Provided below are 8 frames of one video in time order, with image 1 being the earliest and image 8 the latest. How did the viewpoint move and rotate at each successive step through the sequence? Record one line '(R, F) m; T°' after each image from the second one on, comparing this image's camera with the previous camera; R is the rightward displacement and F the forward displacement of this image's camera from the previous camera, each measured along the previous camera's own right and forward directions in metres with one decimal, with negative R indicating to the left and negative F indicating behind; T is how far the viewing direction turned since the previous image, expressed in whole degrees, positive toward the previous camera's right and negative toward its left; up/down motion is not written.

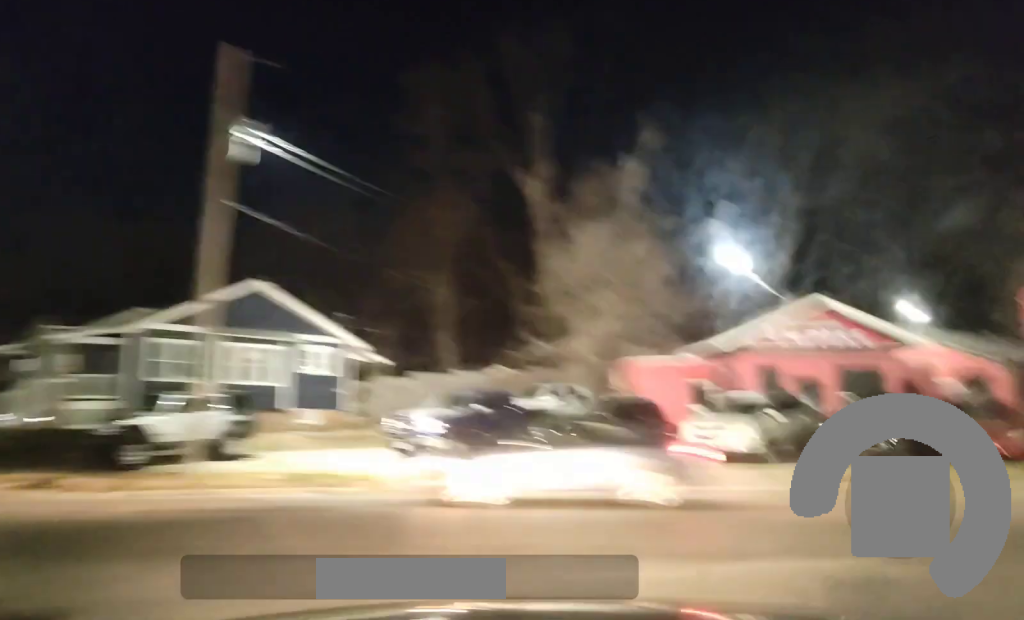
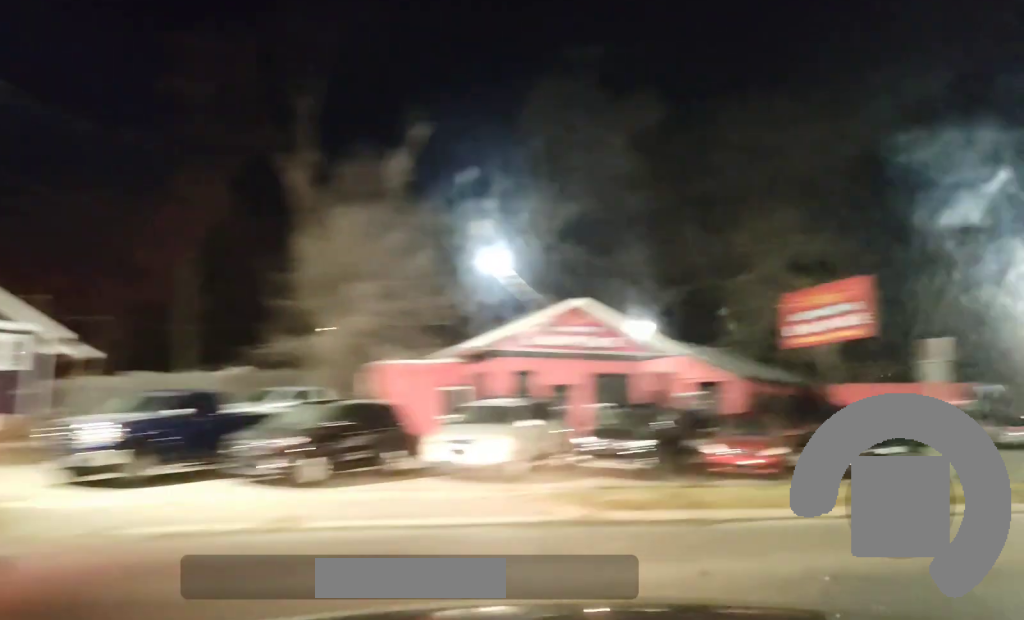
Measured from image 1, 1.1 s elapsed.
(+0.6, +5.2) m; +17°
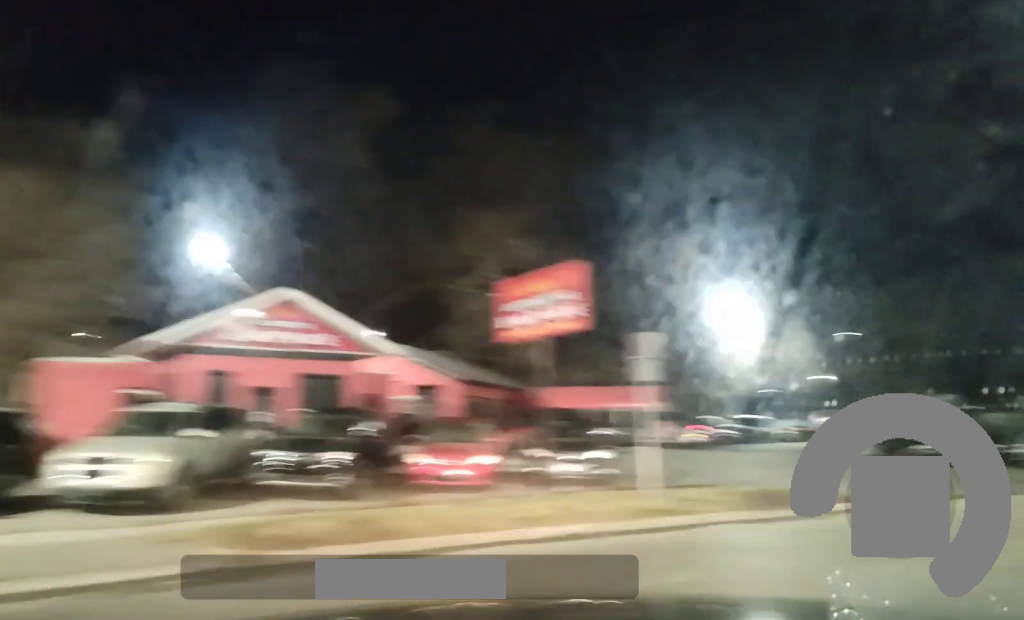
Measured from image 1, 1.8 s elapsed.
(+0.6, +3.4) m; +16°
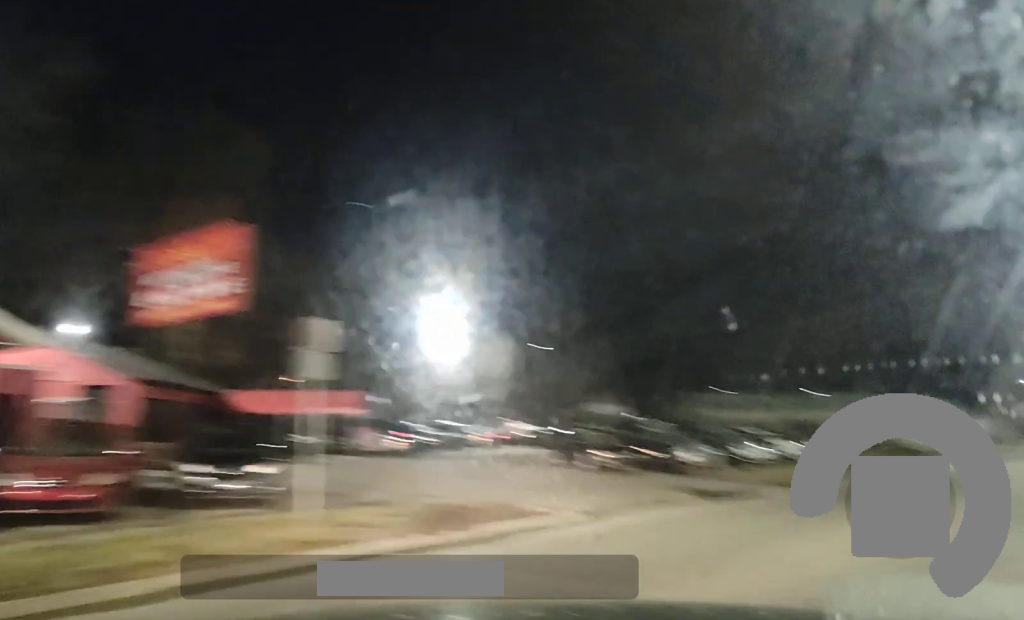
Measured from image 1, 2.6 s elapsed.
(+0.5, +3.4) m; +17°
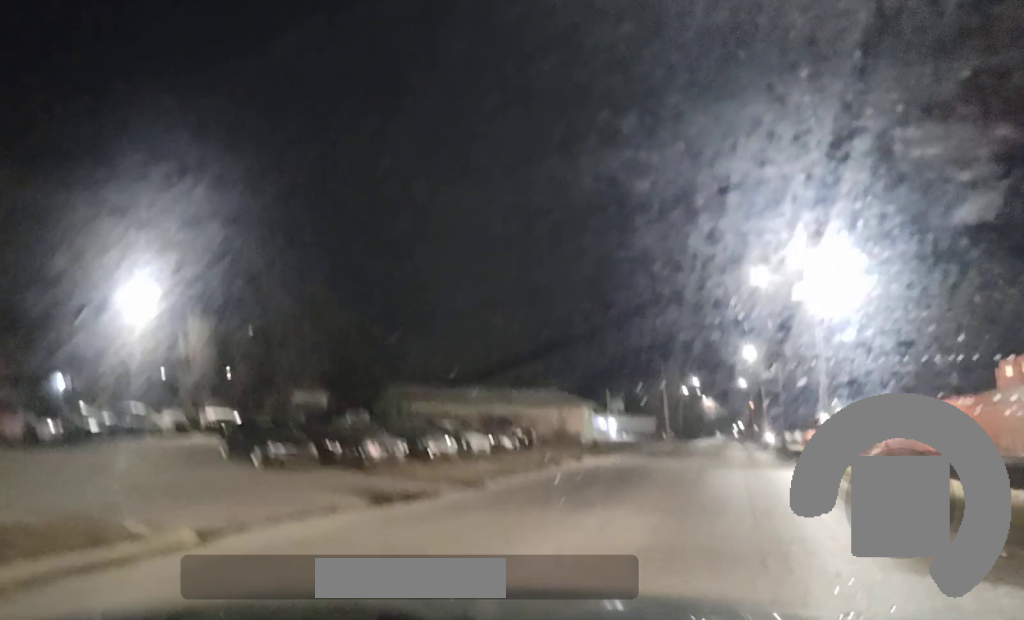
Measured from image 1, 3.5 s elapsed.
(+0.8, +4.3) m; +19°
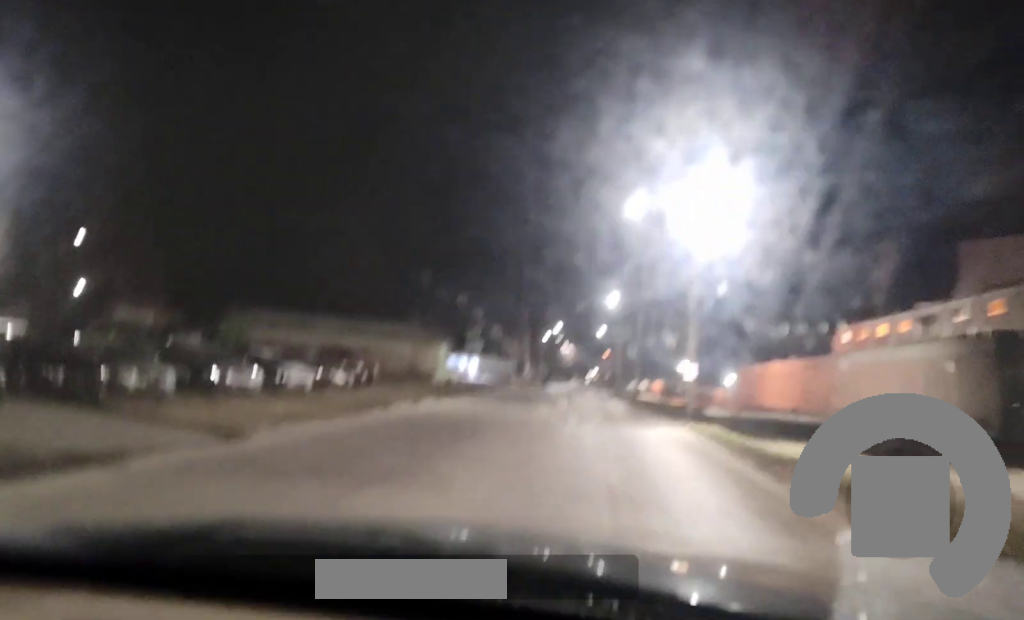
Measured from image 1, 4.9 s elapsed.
(+1.4, +8.0) m; +14°
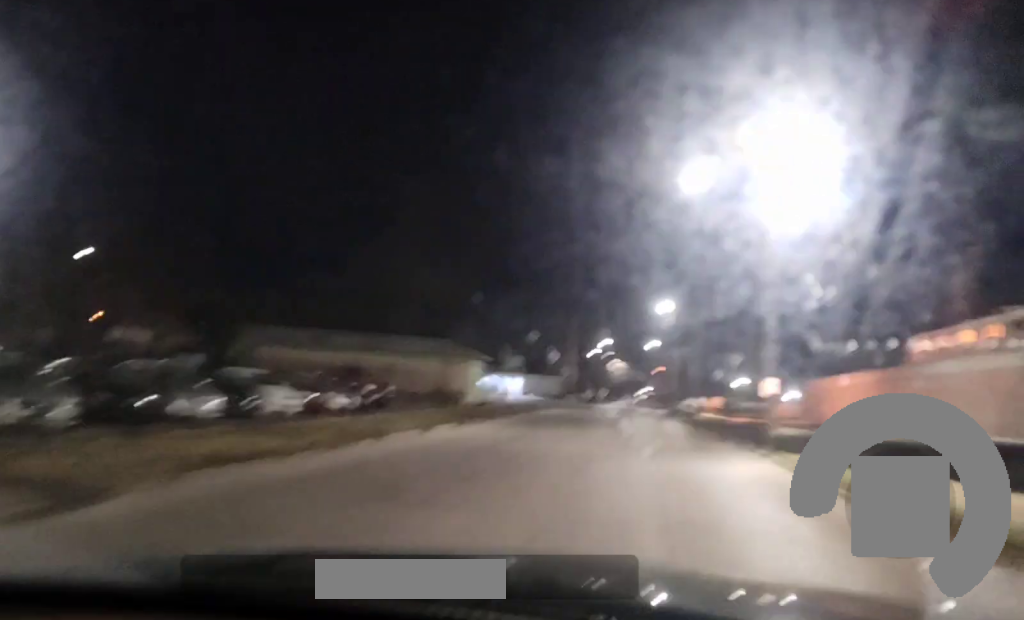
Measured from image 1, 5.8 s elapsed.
(+0.3, +5.8) m; +2°
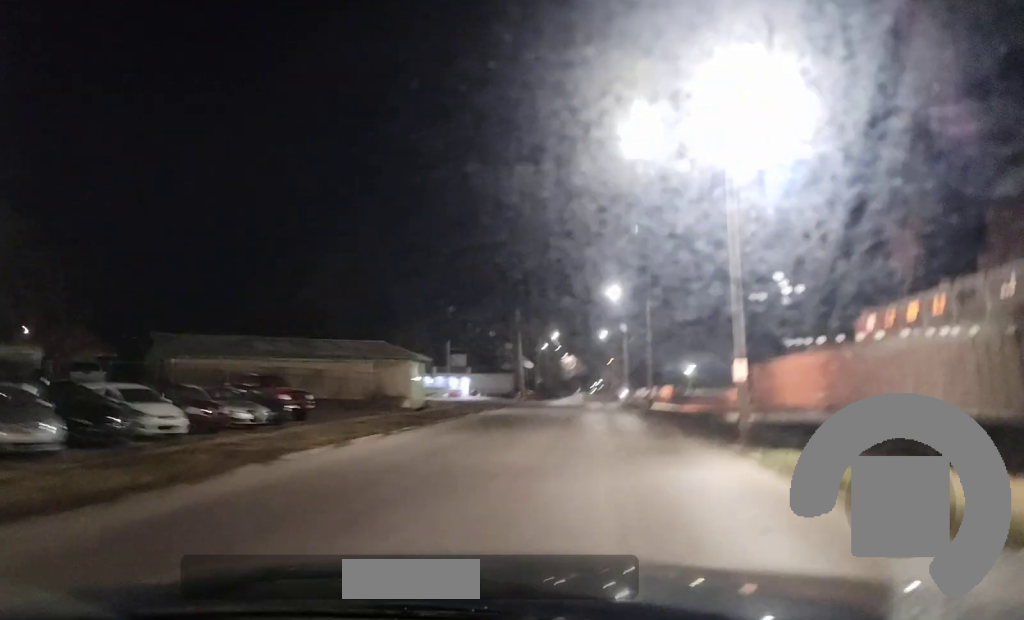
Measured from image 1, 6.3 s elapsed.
(+0.1, +4.2) m; +1°
